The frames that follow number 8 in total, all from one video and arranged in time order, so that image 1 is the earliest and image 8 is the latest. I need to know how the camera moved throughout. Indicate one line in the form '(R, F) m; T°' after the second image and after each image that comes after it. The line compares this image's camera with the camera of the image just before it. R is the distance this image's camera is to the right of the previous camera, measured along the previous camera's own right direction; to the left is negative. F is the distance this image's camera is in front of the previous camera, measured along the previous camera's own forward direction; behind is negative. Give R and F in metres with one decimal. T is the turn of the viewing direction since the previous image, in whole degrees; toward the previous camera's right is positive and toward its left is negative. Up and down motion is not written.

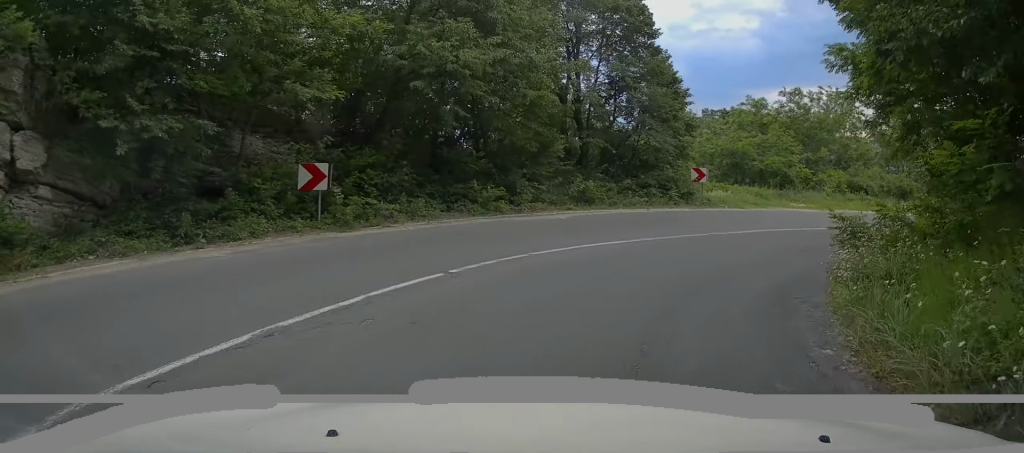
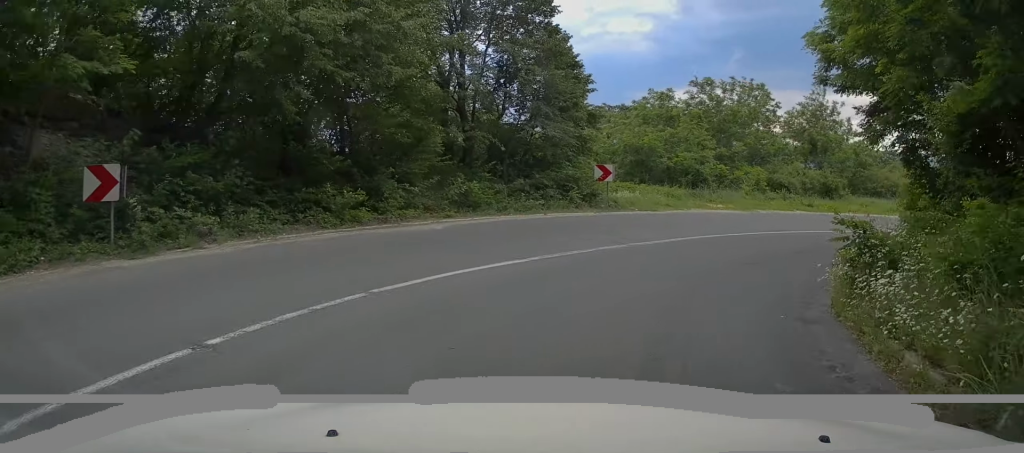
(+0.7, +3.5) m; +11°
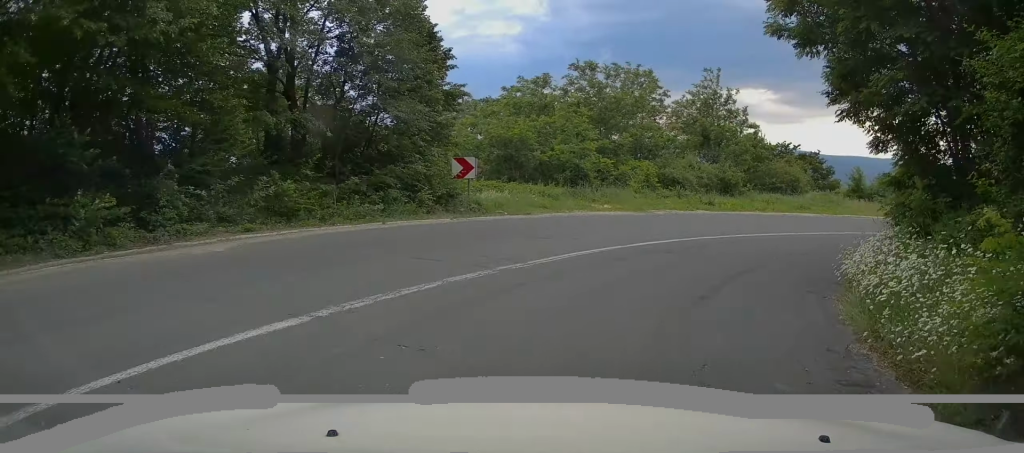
(+0.4, +4.5) m; +13°
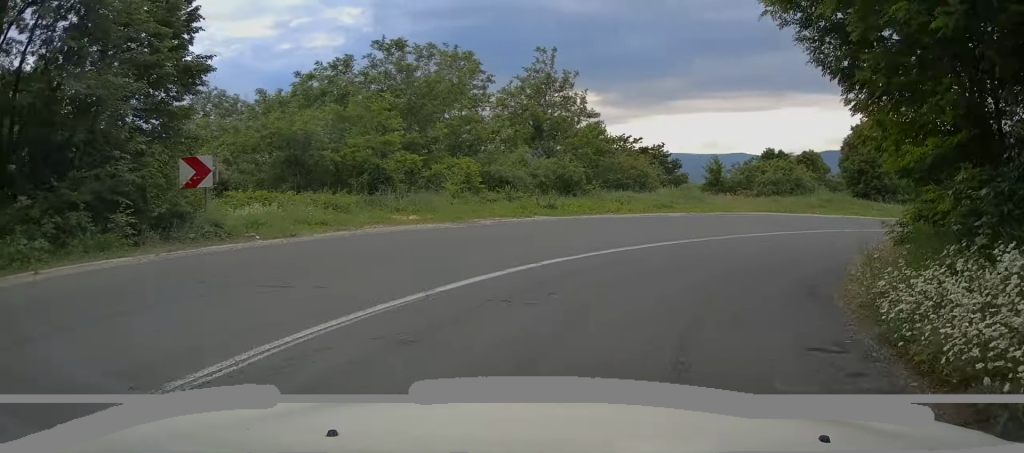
(+0.7, +6.0) m; +13°
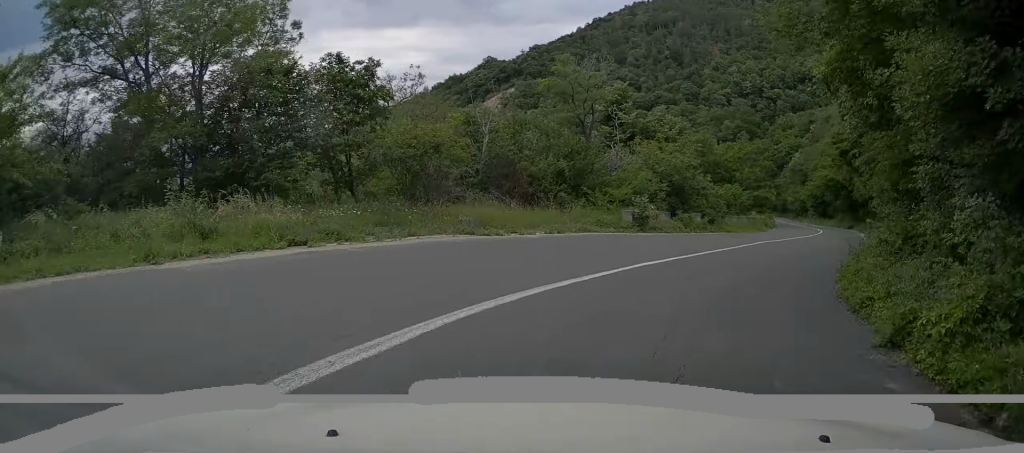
(+18.8, +21.6) m; +84°
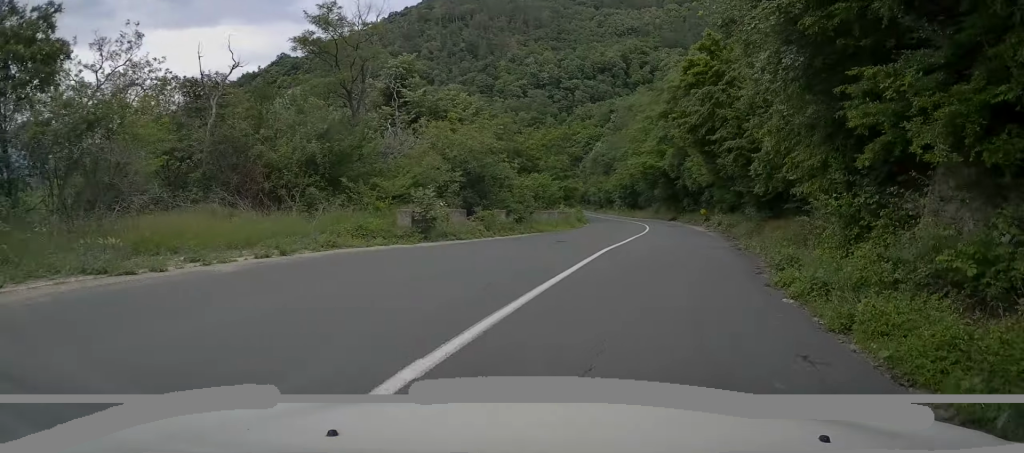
(+0.9, +7.5) m; +12°
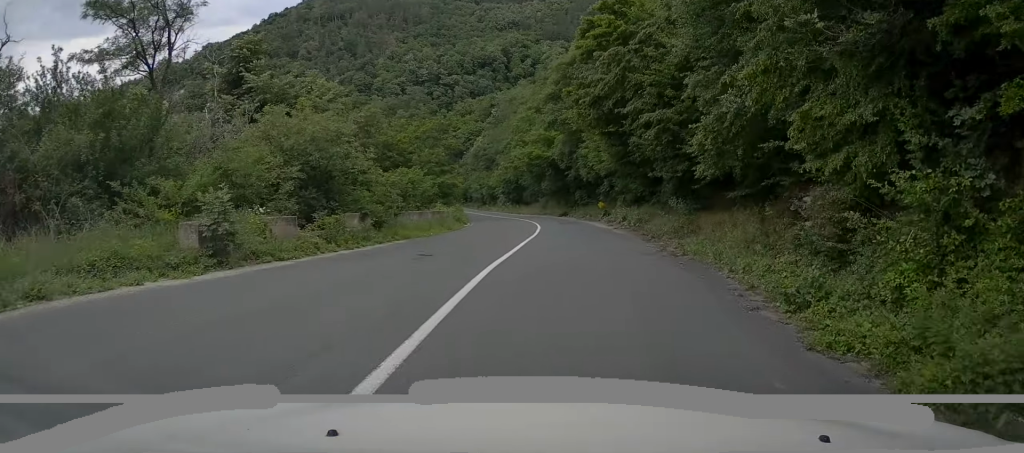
(+0.5, +5.8) m; +4°
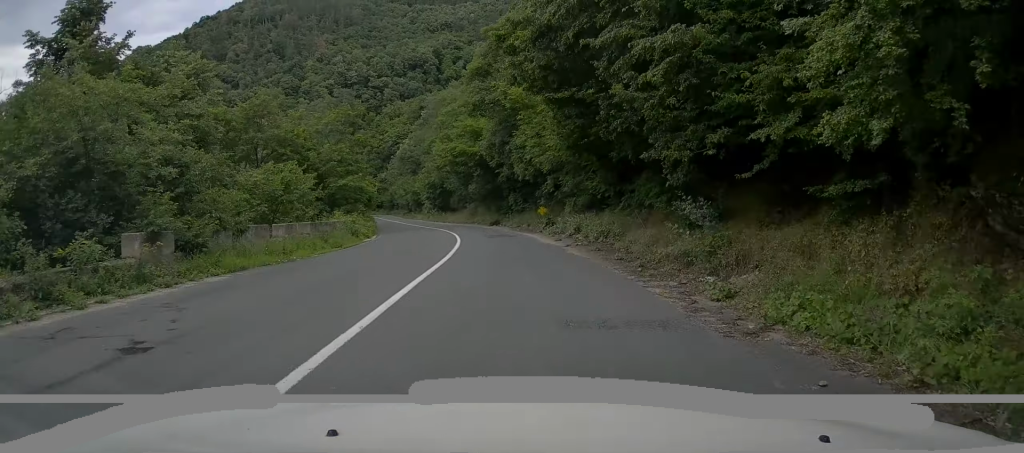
(+0.5, +8.5) m; +4°
